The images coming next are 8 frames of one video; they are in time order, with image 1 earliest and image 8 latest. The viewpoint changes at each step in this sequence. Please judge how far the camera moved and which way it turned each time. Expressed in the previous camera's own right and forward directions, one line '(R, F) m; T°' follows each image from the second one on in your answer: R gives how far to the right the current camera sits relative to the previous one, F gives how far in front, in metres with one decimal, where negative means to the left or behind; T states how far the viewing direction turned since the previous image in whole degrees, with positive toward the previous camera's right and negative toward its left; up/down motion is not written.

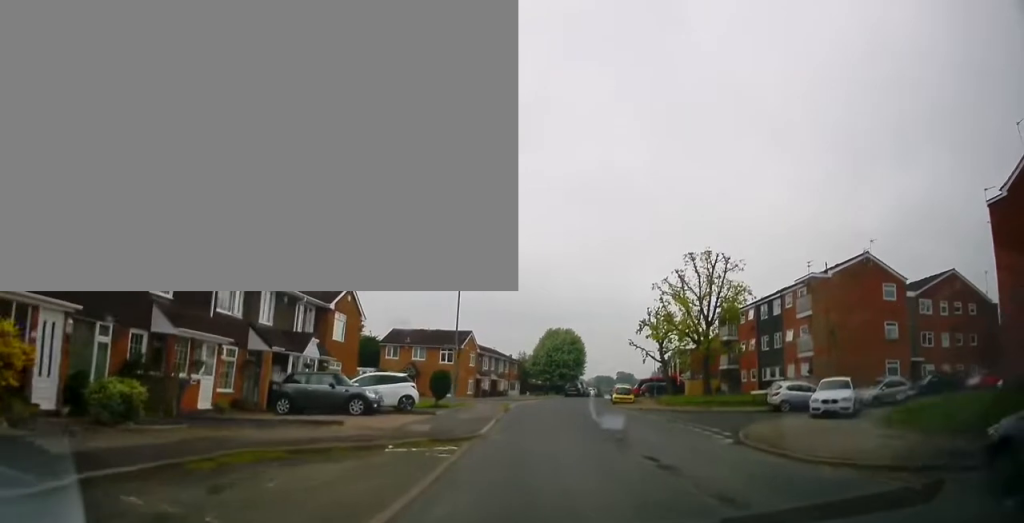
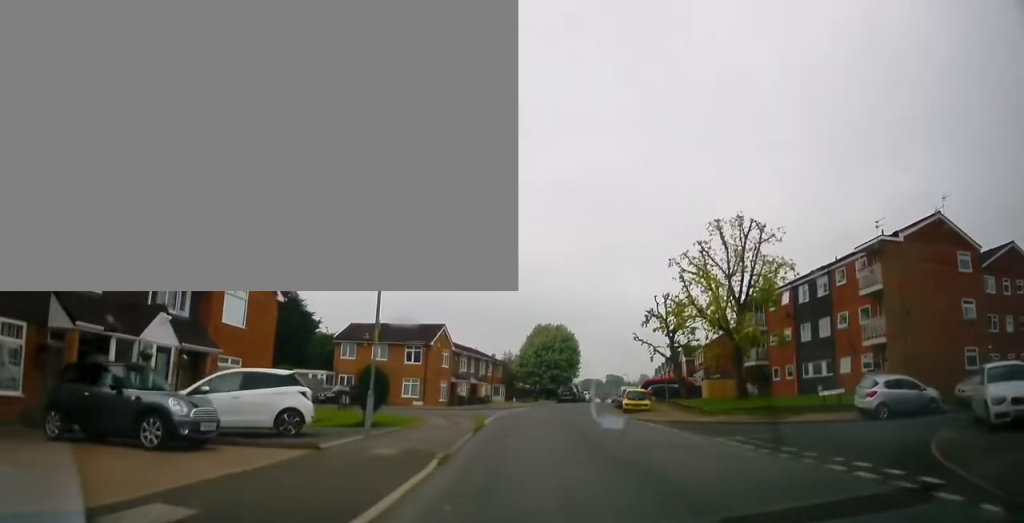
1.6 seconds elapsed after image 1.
(+0.4, +10.5) m; +4°
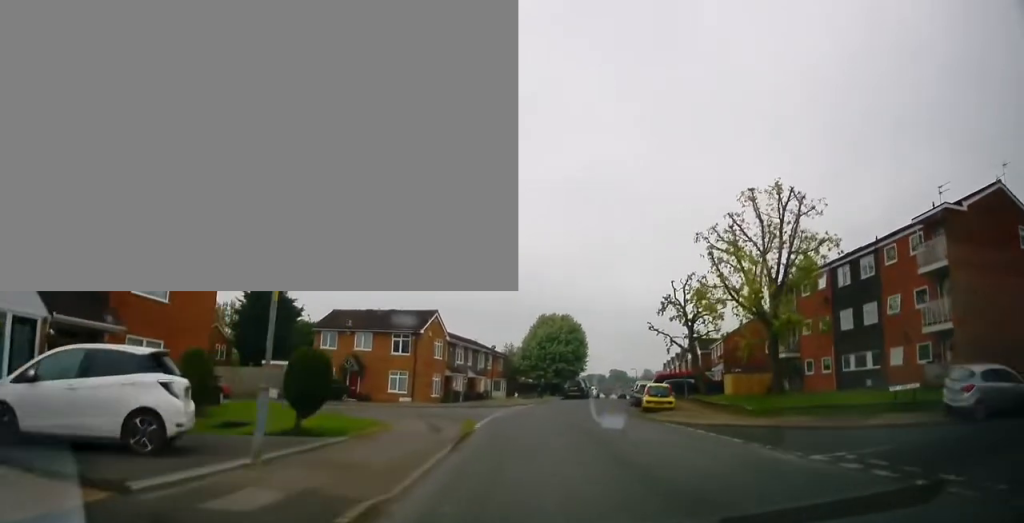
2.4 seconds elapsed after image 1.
(+0.1, +5.7) m; -1°
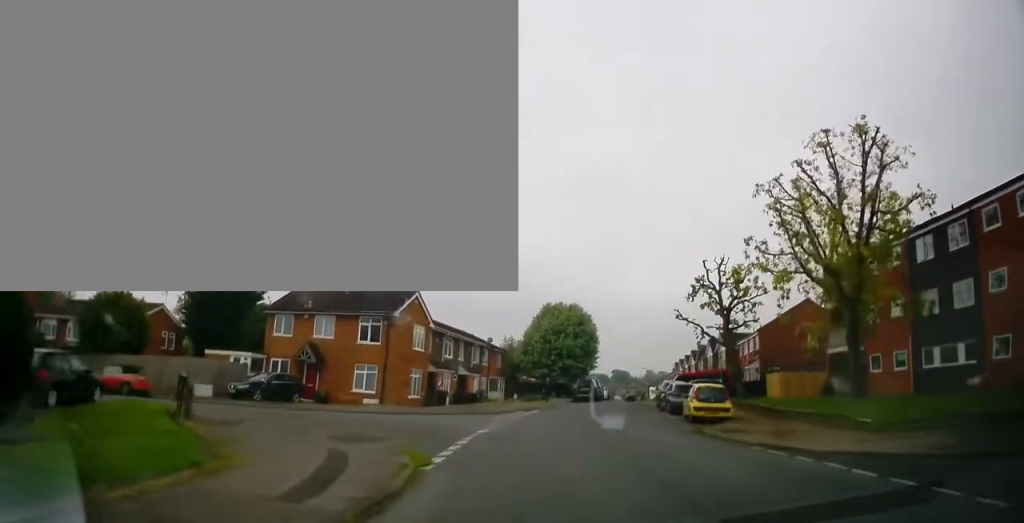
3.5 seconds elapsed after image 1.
(-0.3, +8.1) m; -2°
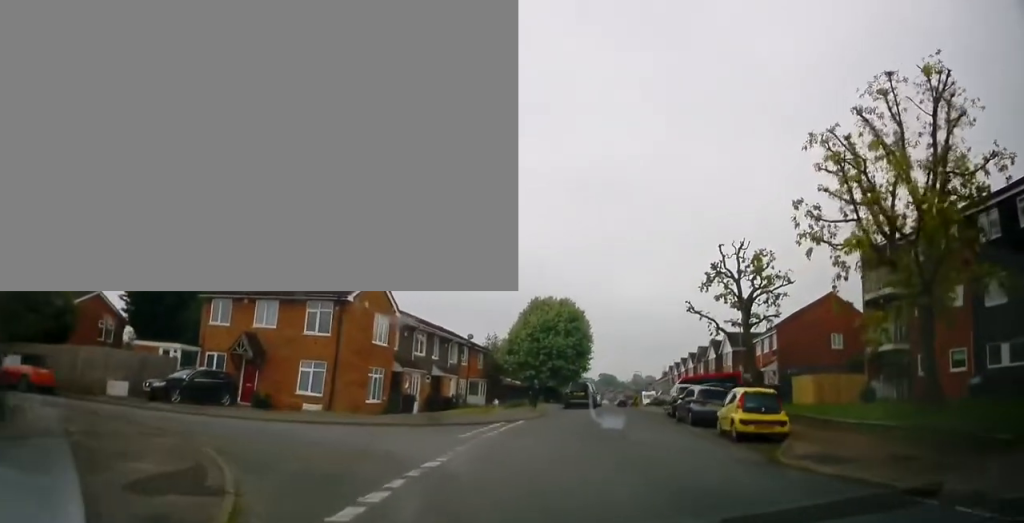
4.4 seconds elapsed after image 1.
(0.0, +6.5) m; +1°
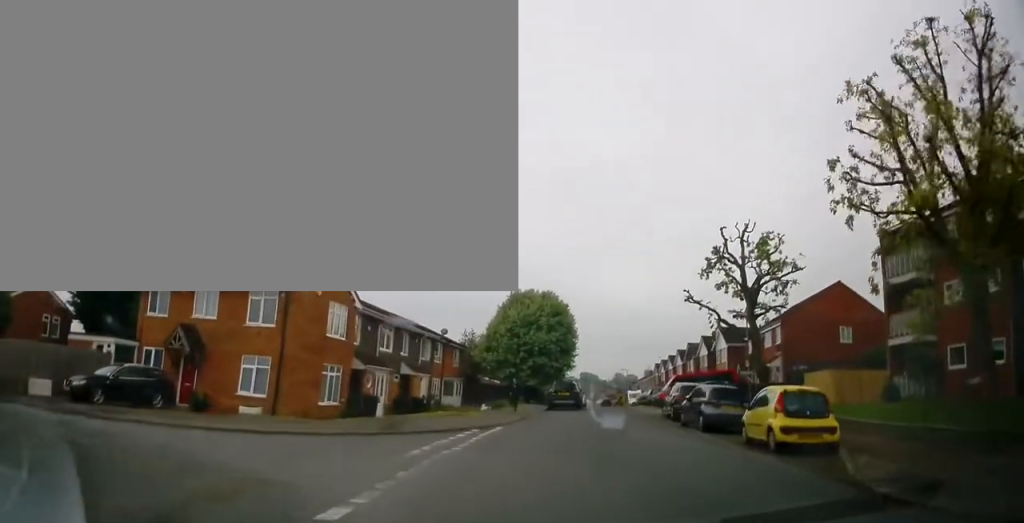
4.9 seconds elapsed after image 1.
(+0.1, +3.8) m; +2°
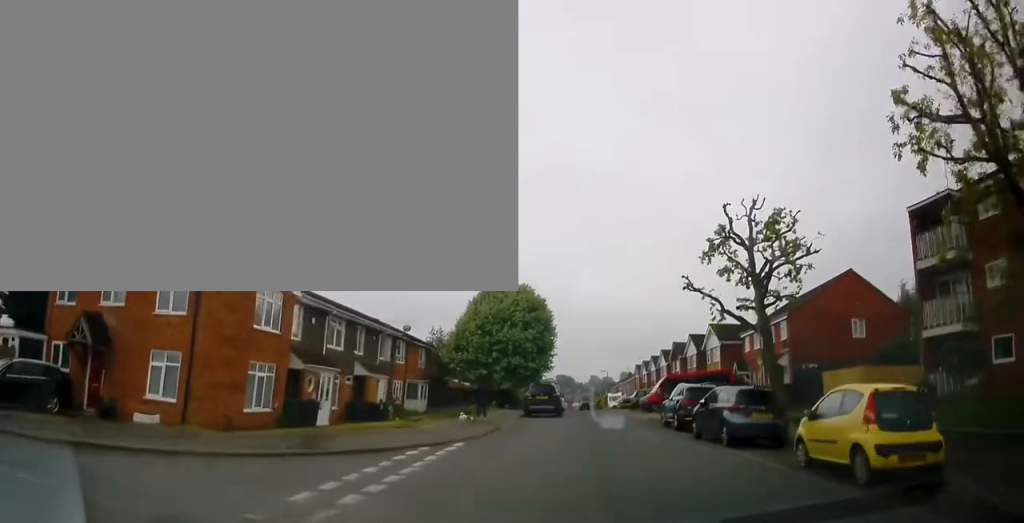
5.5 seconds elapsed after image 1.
(0.0, +4.7) m; +3°
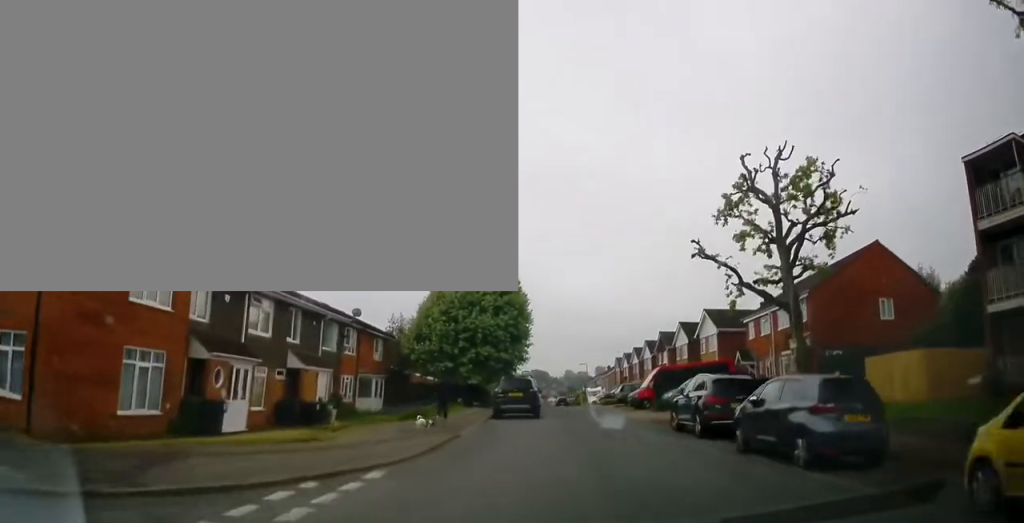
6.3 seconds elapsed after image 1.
(+0.2, +5.9) m; +3°
